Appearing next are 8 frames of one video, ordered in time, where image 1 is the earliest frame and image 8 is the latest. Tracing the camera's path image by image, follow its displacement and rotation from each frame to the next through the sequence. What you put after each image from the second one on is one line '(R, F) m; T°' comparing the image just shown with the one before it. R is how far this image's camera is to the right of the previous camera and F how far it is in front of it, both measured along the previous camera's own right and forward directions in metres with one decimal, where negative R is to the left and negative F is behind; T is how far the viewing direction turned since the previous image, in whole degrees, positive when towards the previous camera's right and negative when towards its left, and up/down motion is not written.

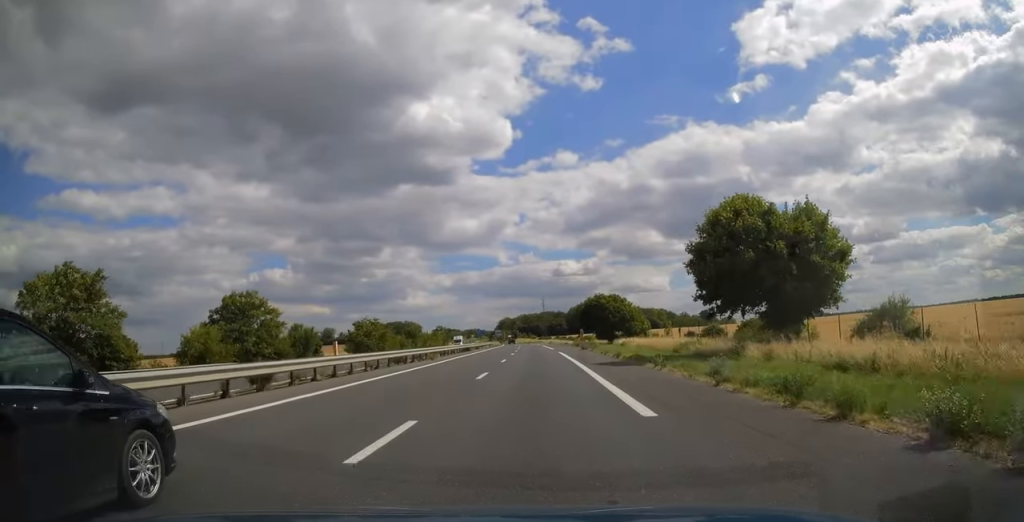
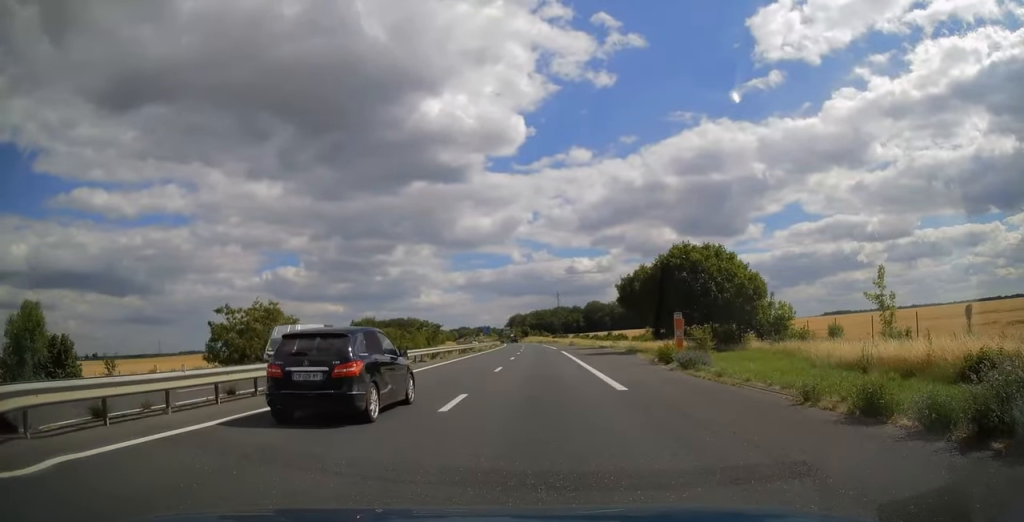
(-0.6, +47.4) m; -1°
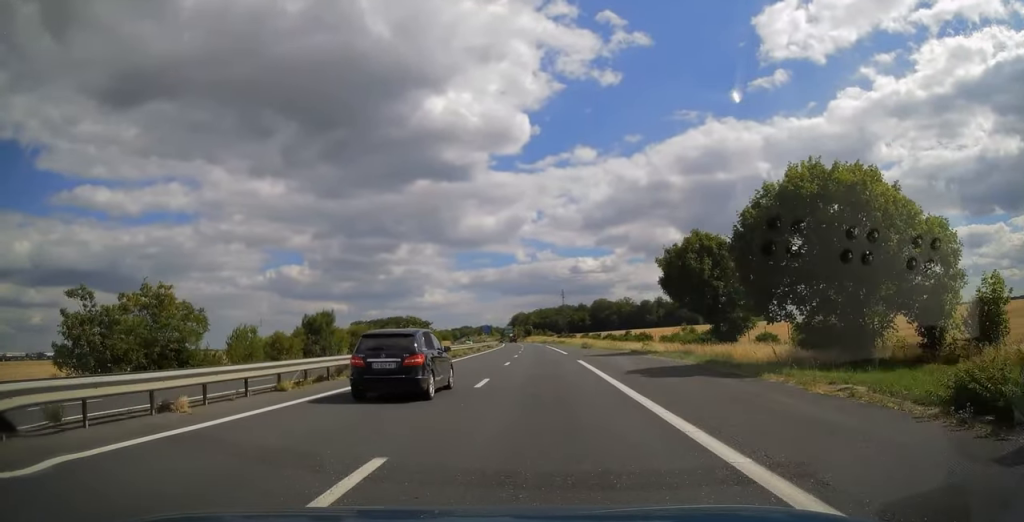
(-0.1, +20.7) m; 0°
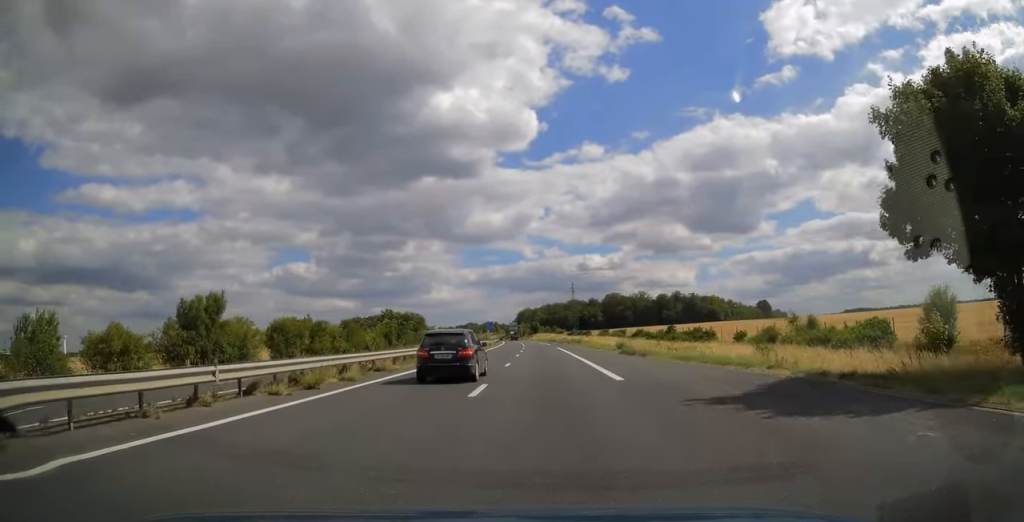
(-0.1, +28.5) m; -1°
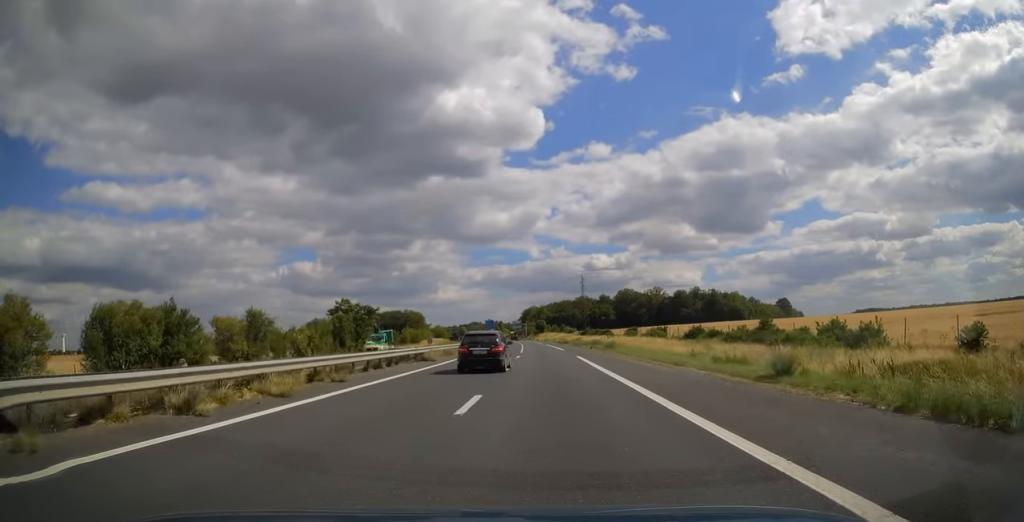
(-0.1, +29.1) m; 0°
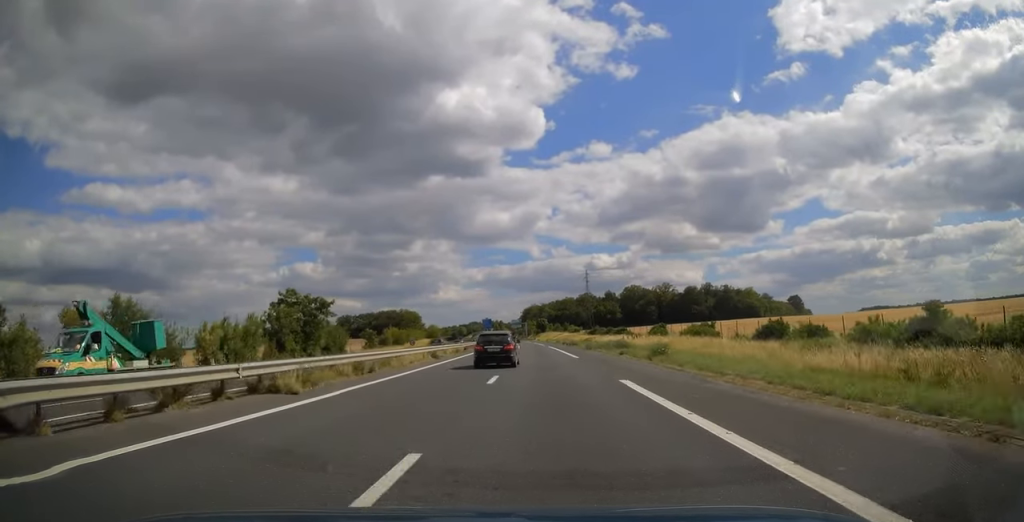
(-0.1, +19.7) m; 0°
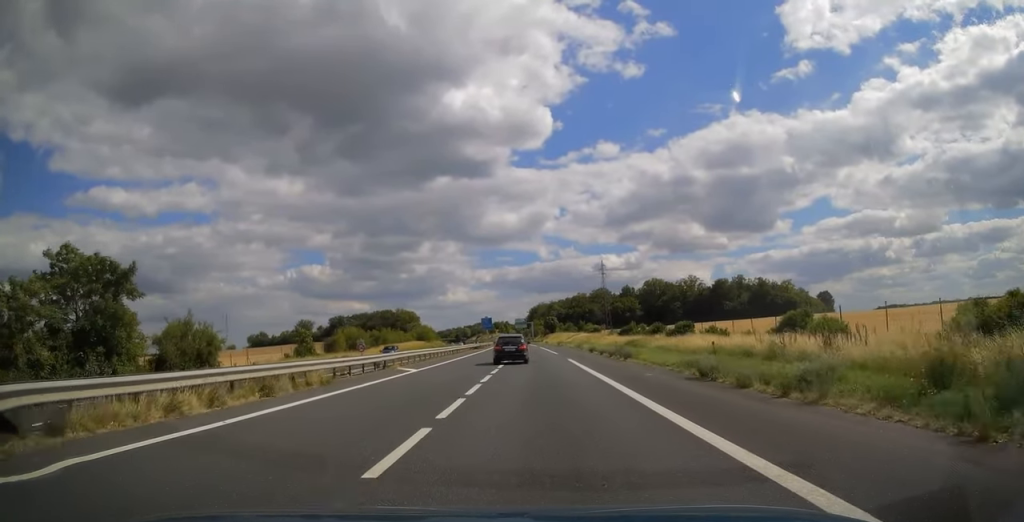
(-0.2, +37.1) m; -1°
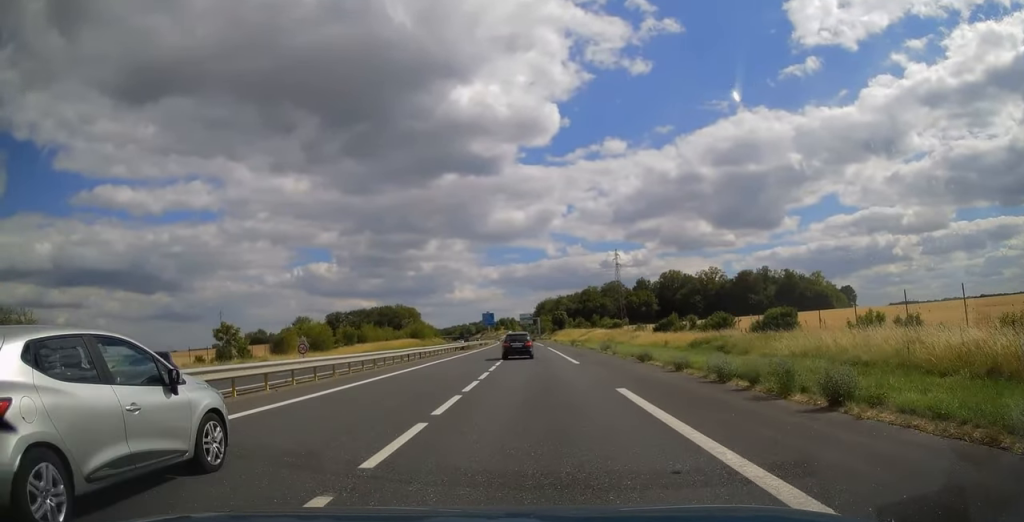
(-0.2, +21.8) m; -1°
